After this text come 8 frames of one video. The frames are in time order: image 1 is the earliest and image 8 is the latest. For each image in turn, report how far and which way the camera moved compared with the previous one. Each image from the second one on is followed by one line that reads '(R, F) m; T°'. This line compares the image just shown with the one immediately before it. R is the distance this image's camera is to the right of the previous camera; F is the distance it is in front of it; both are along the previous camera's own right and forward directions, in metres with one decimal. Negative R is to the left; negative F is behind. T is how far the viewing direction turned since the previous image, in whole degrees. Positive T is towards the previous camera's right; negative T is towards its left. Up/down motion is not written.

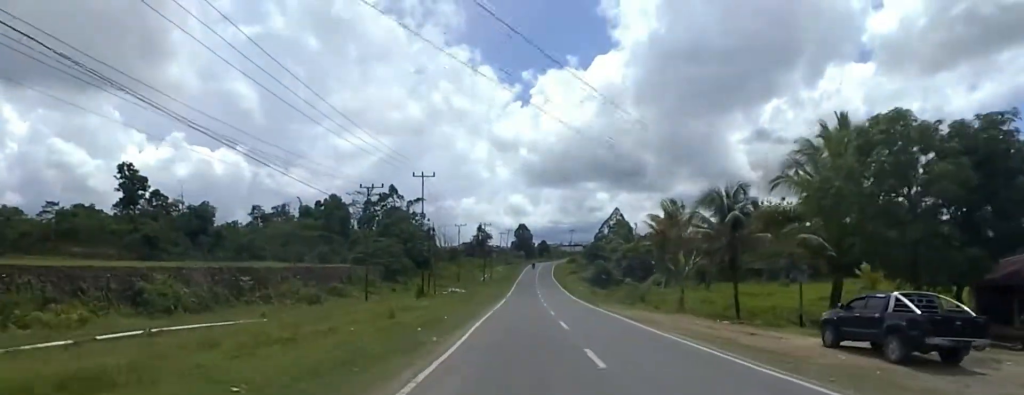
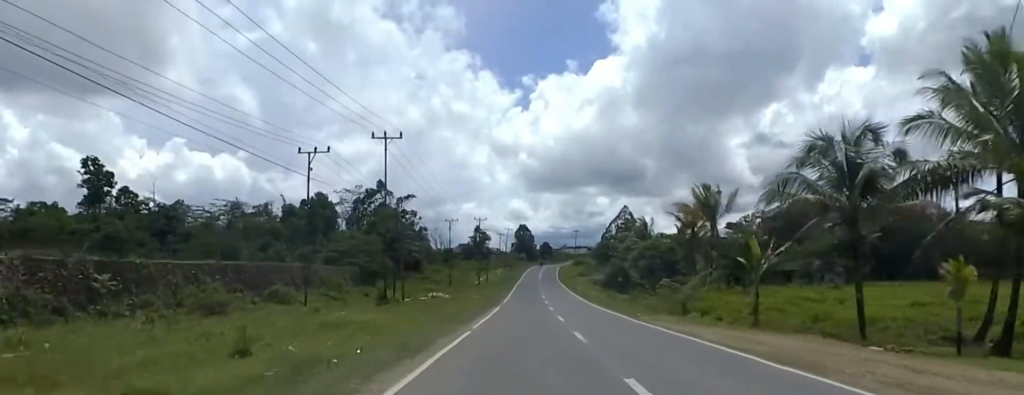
(0.0, +13.2) m; -2°
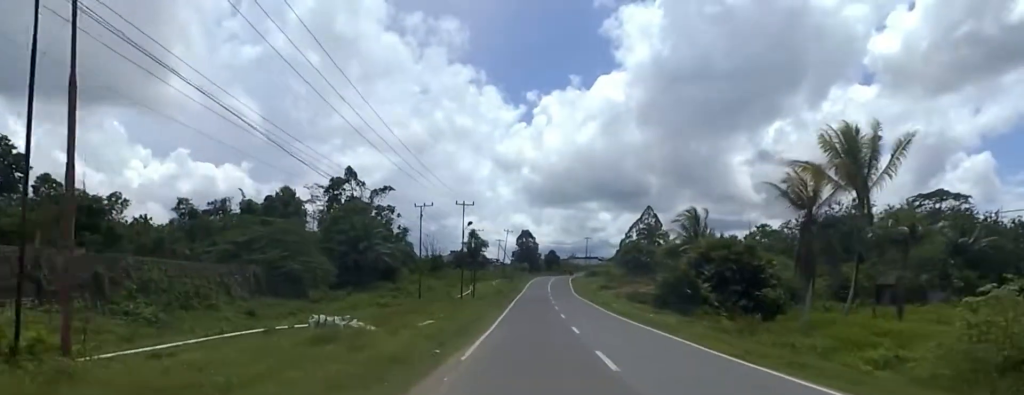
(-0.8, +25.7) m; +5°
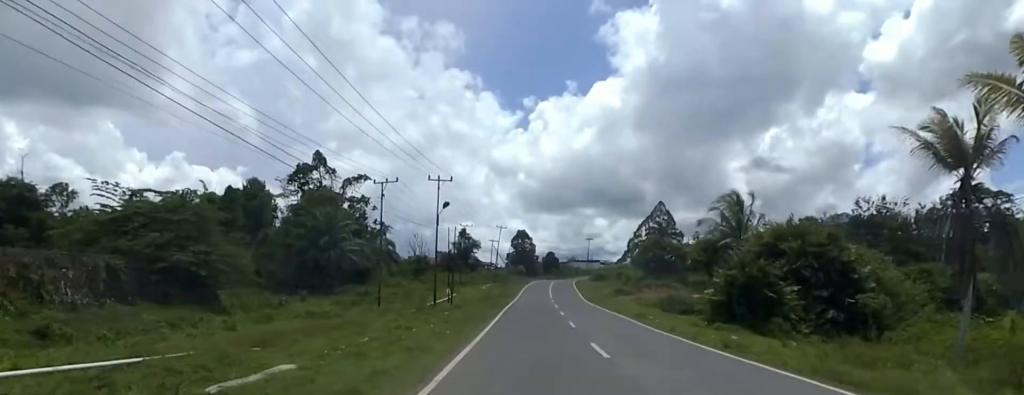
(+1.1, +15.2) m; +1°
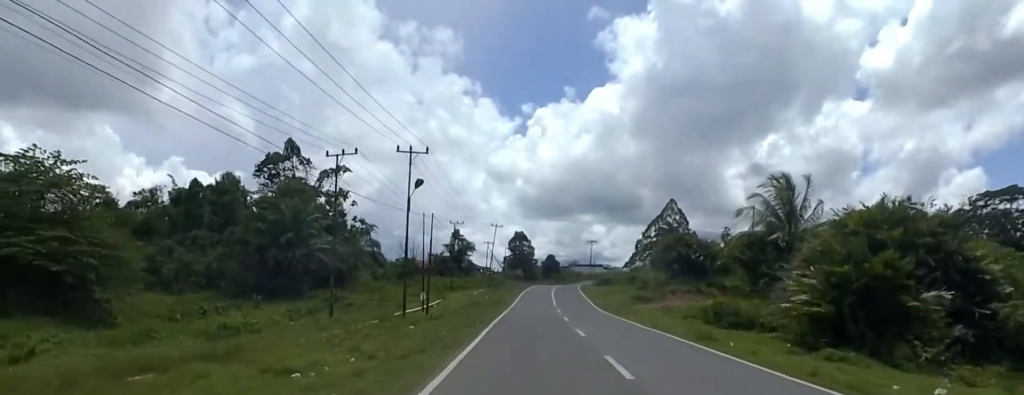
(-0.6, +10.7) m; -3°
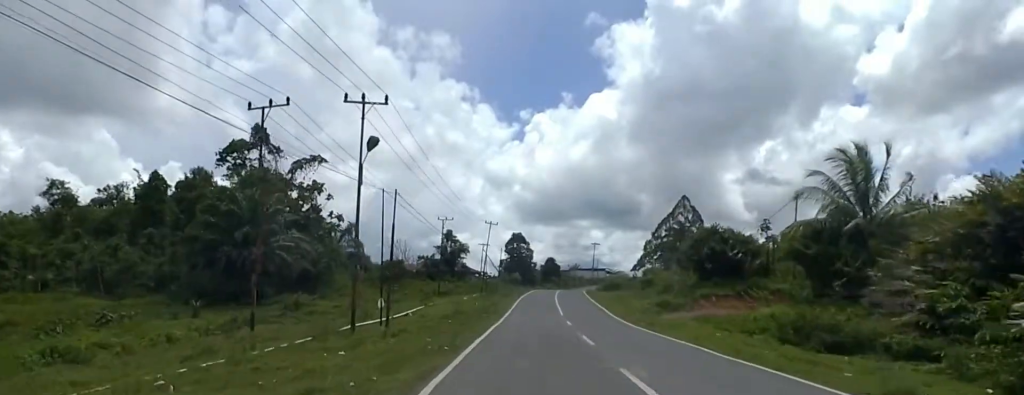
(0.0, +9.8) m; -4°
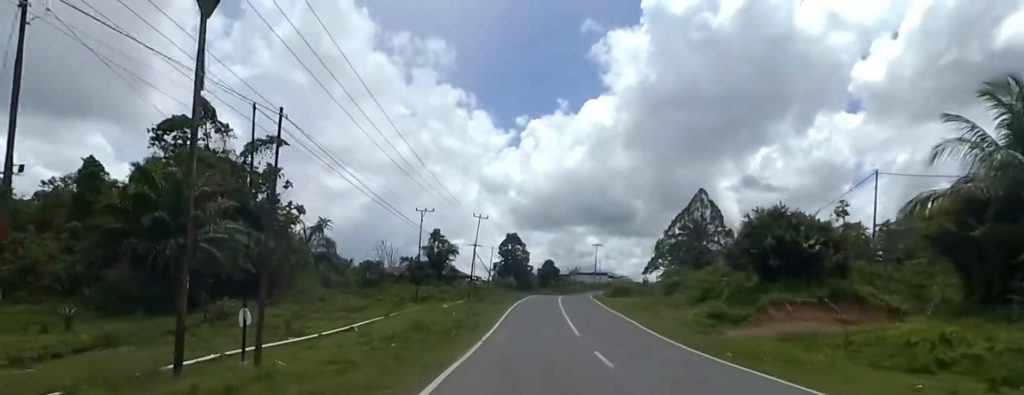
(-0.8, +11.6) m; +2°
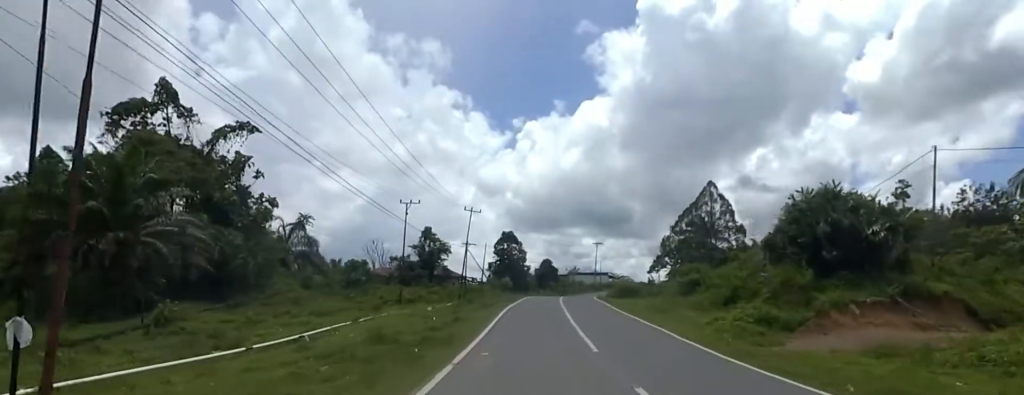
(0.0, +5.8) m; +2°
